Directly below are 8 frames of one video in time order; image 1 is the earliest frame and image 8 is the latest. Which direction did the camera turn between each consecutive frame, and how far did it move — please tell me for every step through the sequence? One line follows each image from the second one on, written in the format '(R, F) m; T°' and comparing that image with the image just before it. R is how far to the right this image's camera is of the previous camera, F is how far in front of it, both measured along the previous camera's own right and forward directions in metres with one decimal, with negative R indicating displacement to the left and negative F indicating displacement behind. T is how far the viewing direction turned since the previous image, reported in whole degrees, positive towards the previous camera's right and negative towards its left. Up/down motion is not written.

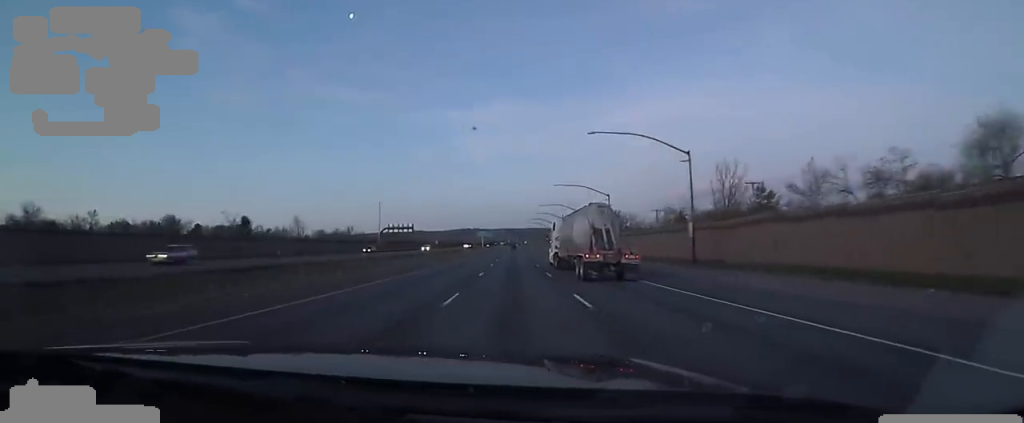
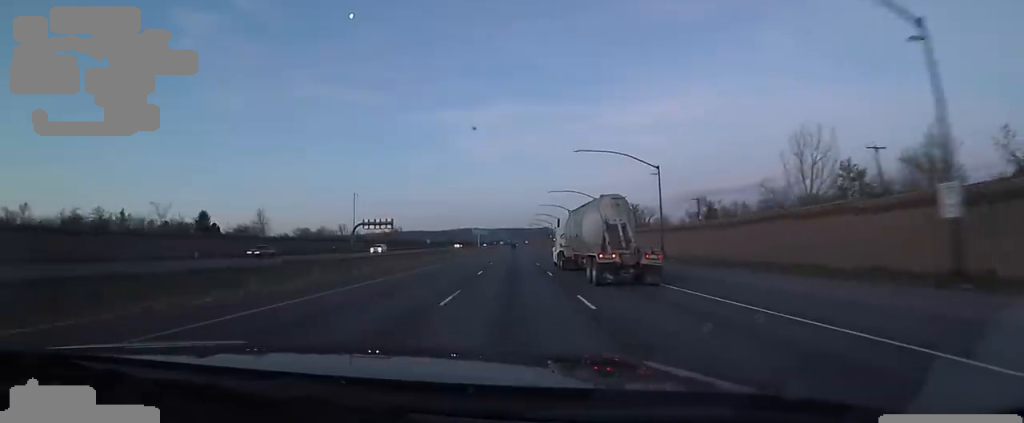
(+0.3, +25.0) m; +2°
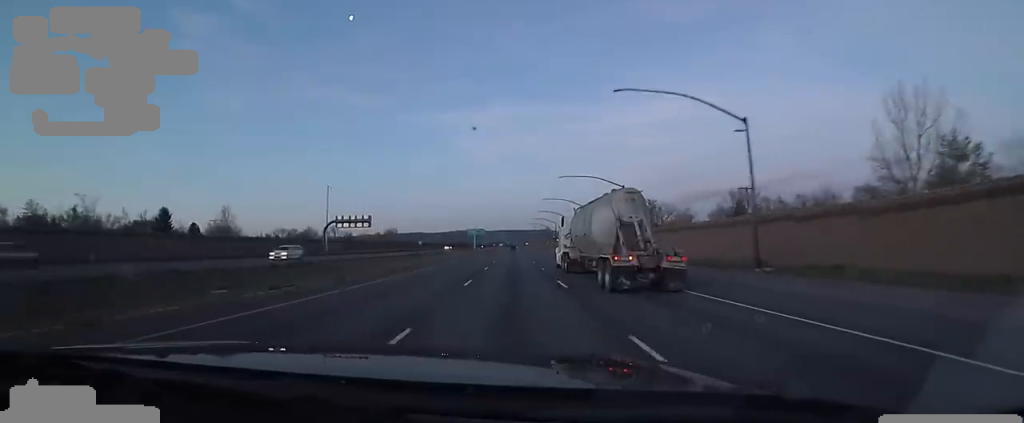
(+0.3, +18.7) m; +1°
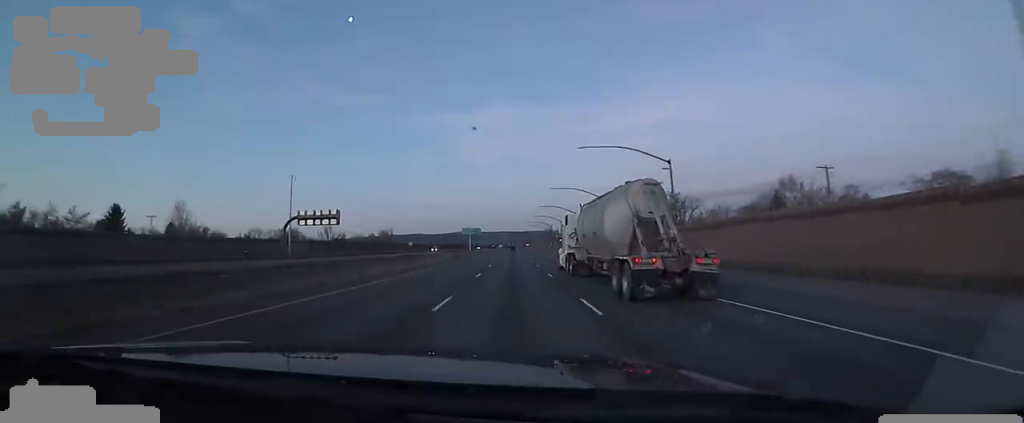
(+0.6, +19.7) m; -1°
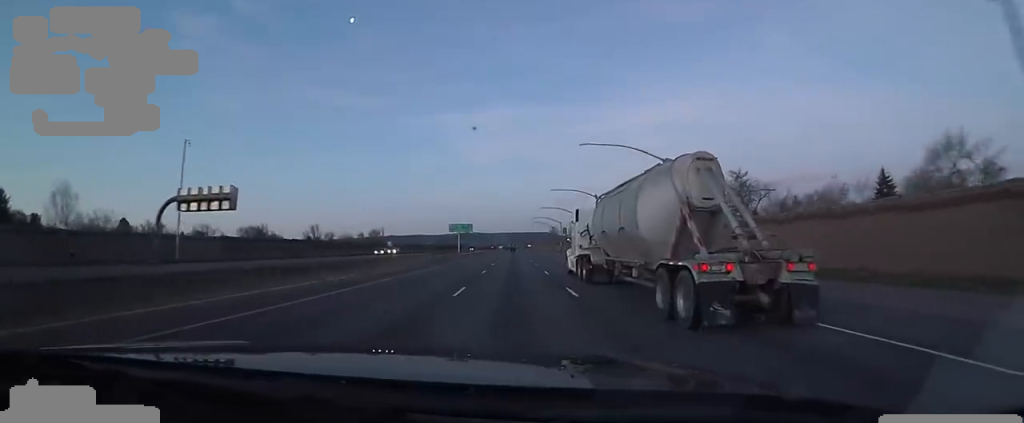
(-1.5, +33.6) m; -1°
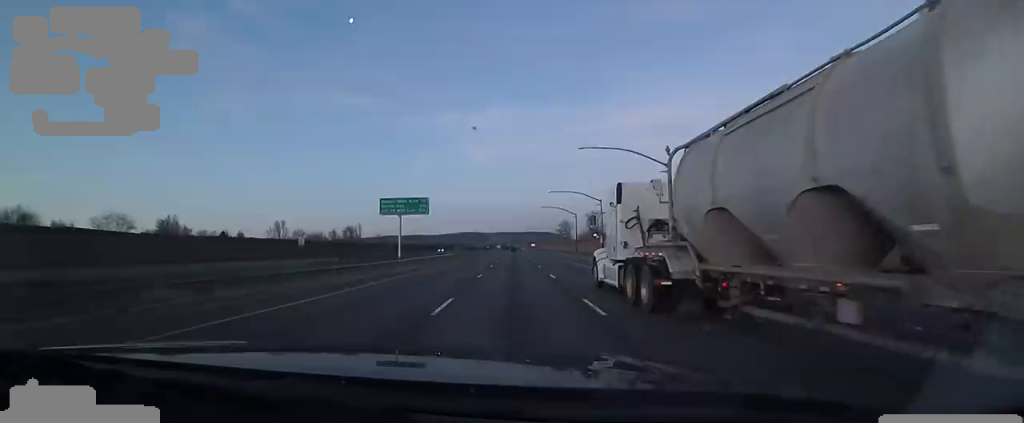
(+1.8, +67.4) m; +2°
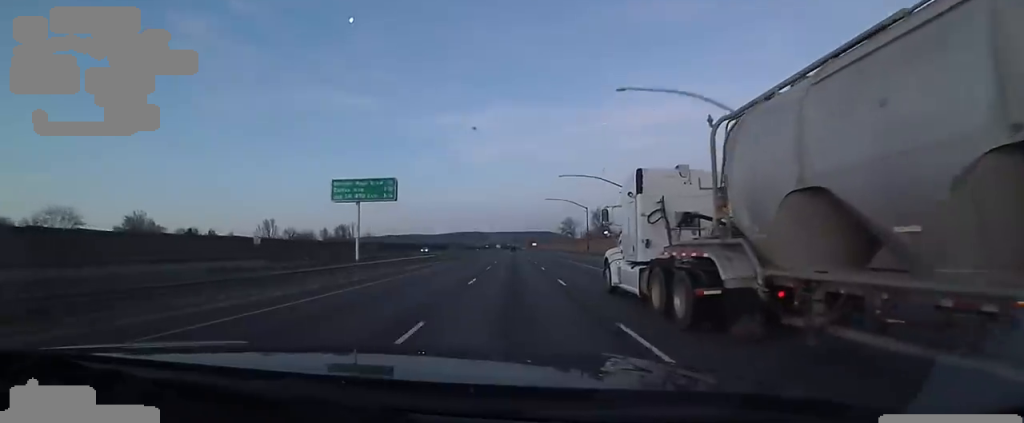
(+0.1, +16.8) m; 0°
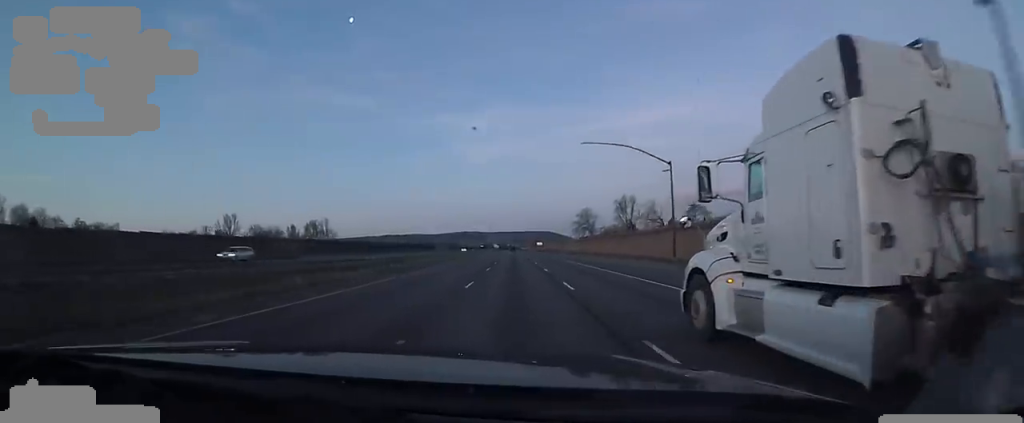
(-0.3, +49.7) m; 0°
